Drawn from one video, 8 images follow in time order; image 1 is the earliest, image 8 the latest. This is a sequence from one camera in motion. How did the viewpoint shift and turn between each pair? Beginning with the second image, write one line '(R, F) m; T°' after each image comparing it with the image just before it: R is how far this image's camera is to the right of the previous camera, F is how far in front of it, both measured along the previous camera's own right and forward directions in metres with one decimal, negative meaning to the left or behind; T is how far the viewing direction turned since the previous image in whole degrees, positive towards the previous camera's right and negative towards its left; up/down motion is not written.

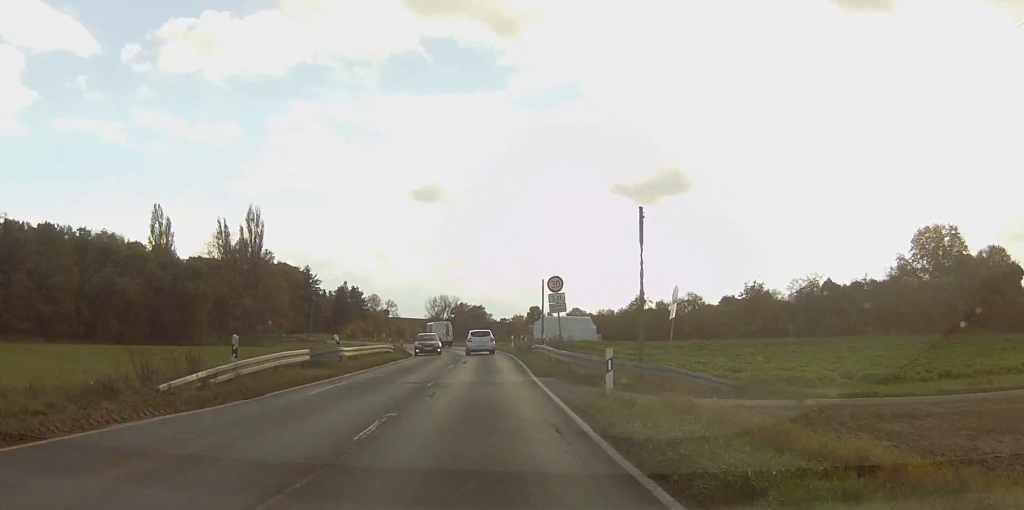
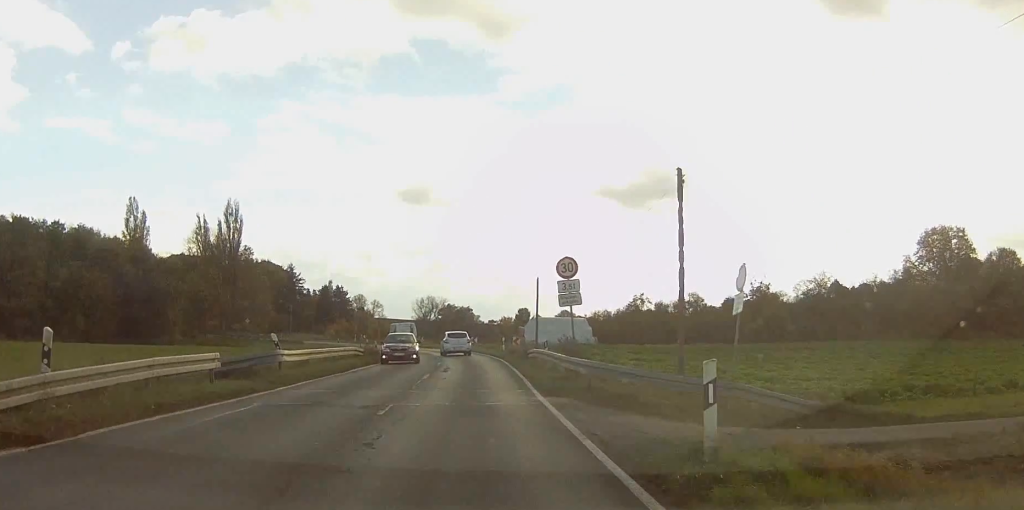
(+0.1, +8.5) m; +1°
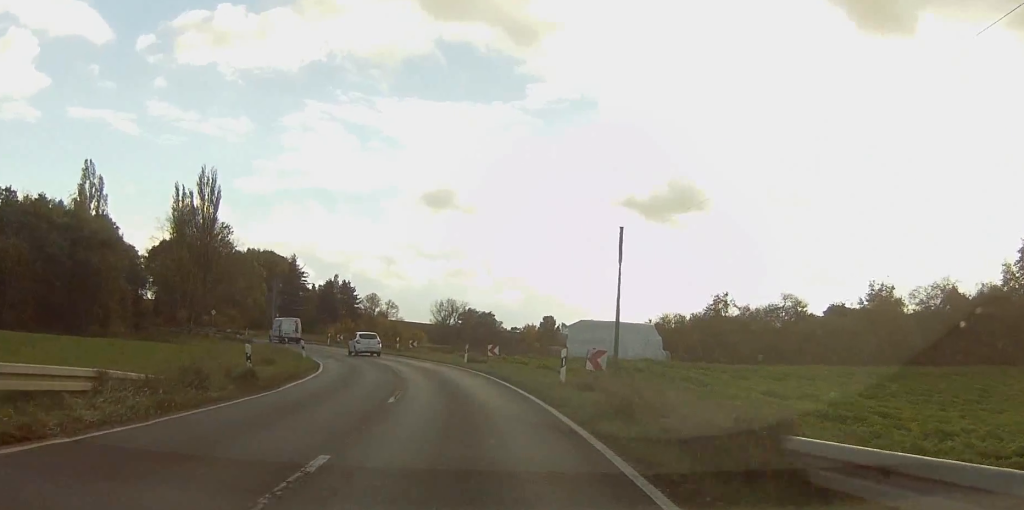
(0.0, +33.3) m; -1°
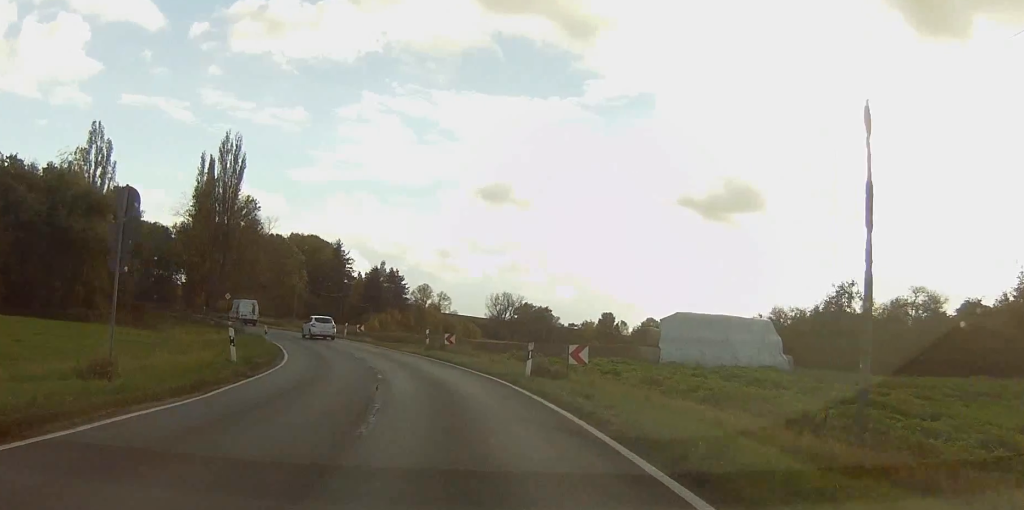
(-0.4, +19.4) m; -2°
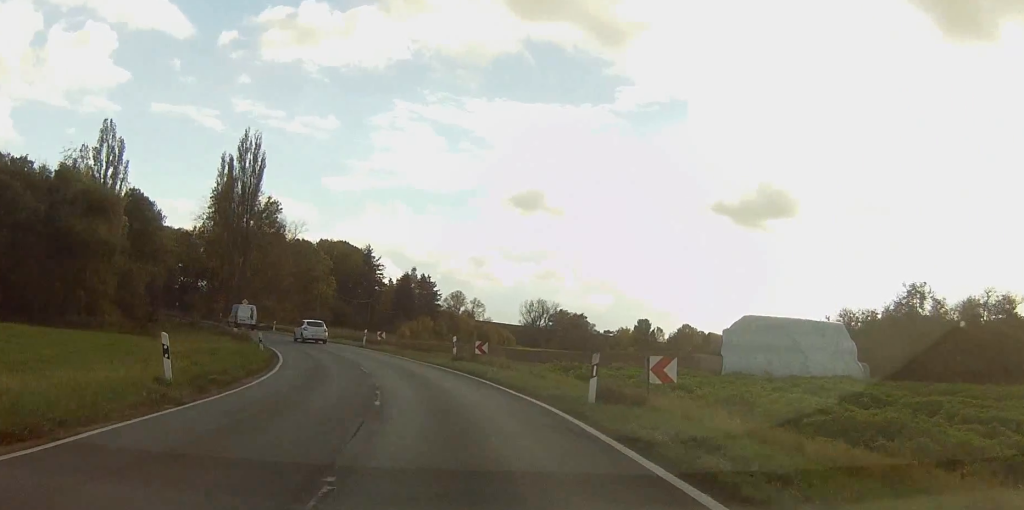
(+0.1, +7.3) m; -2°
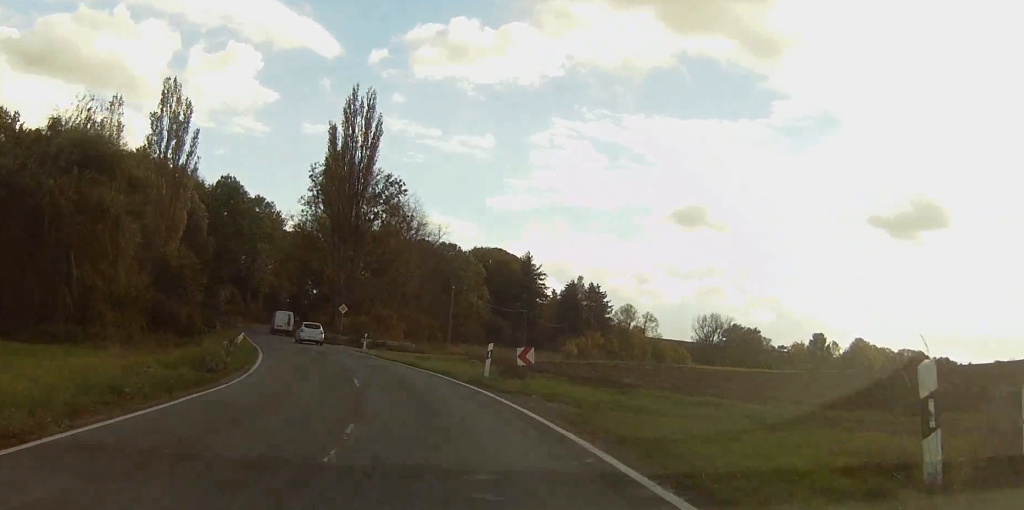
(-2.7, +31.6) m; -10°
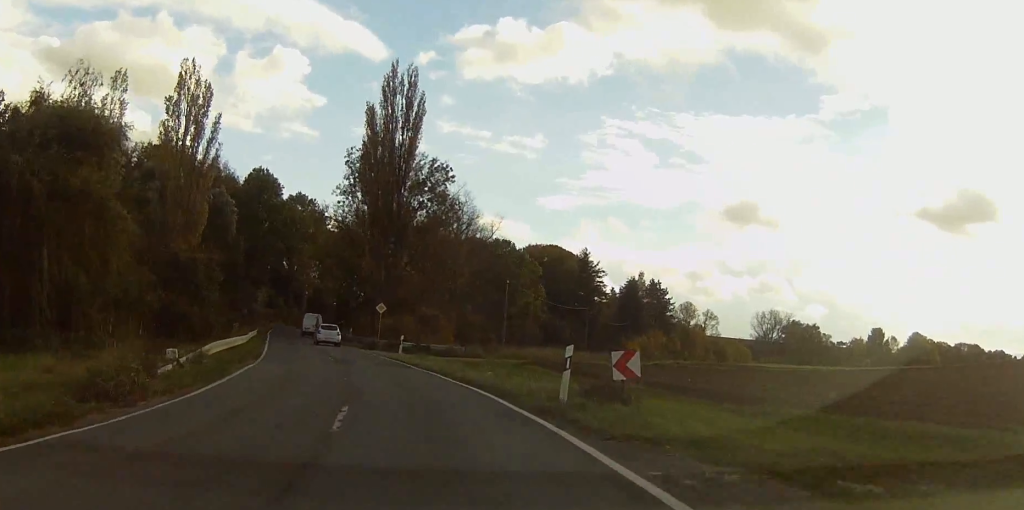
(-0.1, +9.9) m; -3°
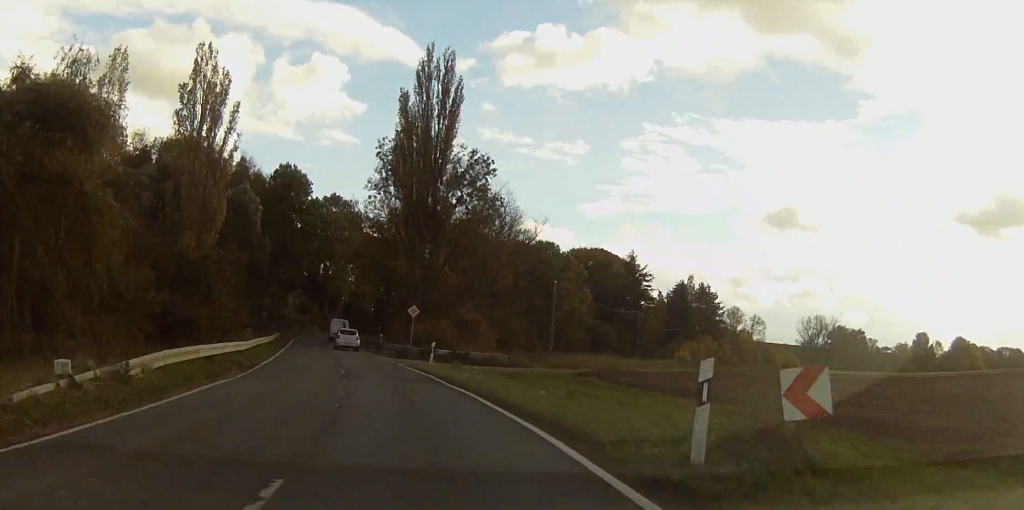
(-0.1, +7.4) m; -2°
